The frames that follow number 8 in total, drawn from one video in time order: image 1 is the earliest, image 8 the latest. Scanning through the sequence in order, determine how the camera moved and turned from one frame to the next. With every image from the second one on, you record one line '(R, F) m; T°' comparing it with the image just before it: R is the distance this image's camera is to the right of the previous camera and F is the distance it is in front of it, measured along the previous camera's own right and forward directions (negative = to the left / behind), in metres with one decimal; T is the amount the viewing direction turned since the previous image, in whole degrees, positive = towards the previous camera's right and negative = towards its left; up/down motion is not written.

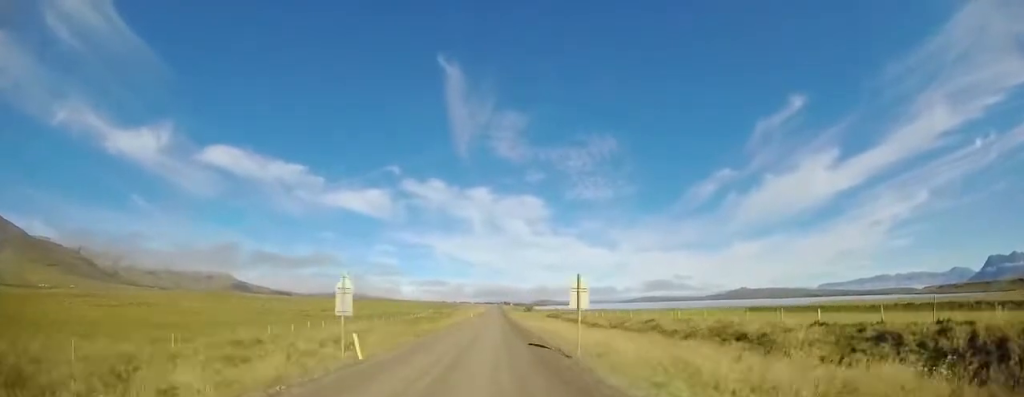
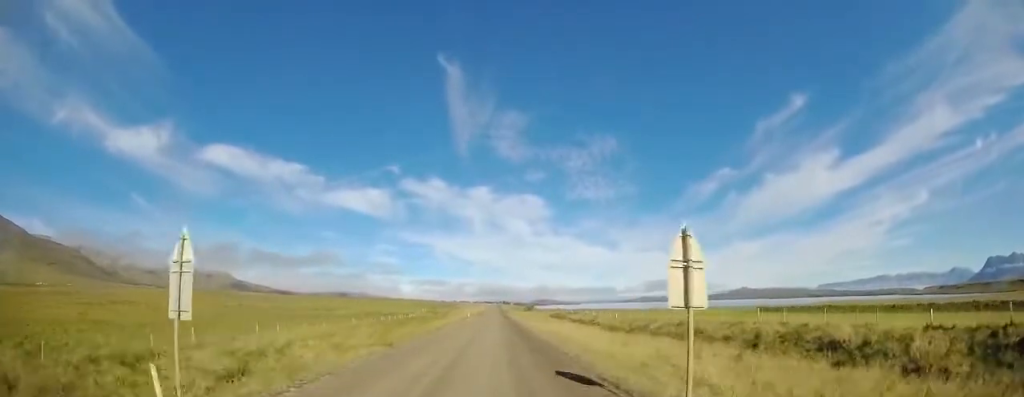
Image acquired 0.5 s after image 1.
(+0.2, +7.3) m; +1°
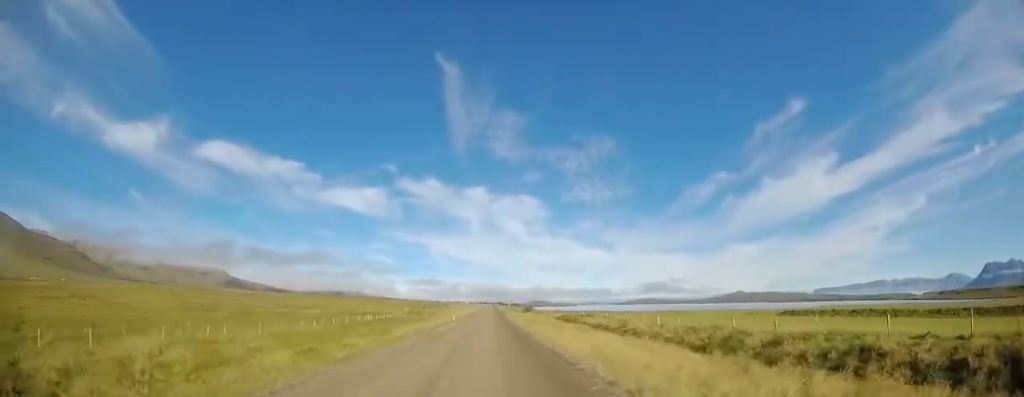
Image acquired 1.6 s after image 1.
(+0.2, +15.2) m; 0°
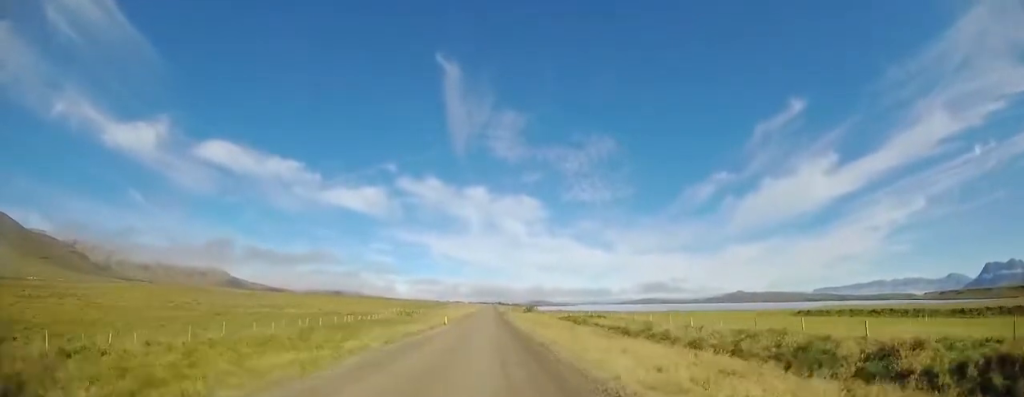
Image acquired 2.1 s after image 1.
(0.0, +7.0) m; 0°
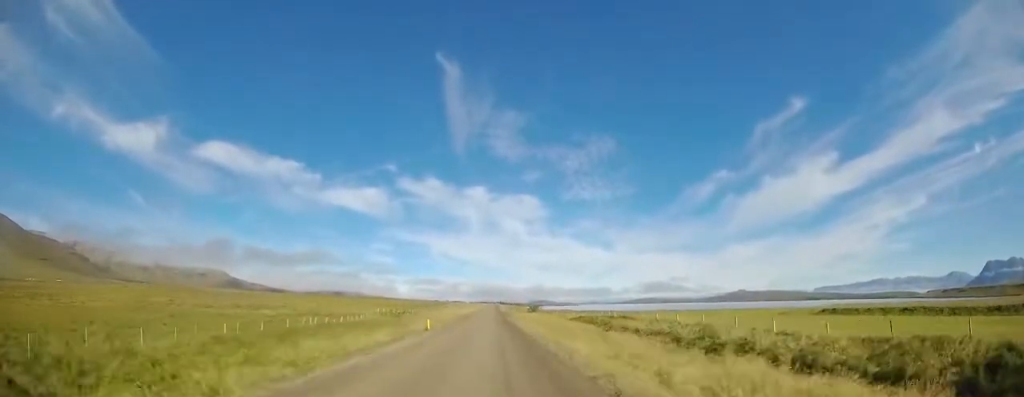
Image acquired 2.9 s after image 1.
(-0.1, +10.3) m; -1°
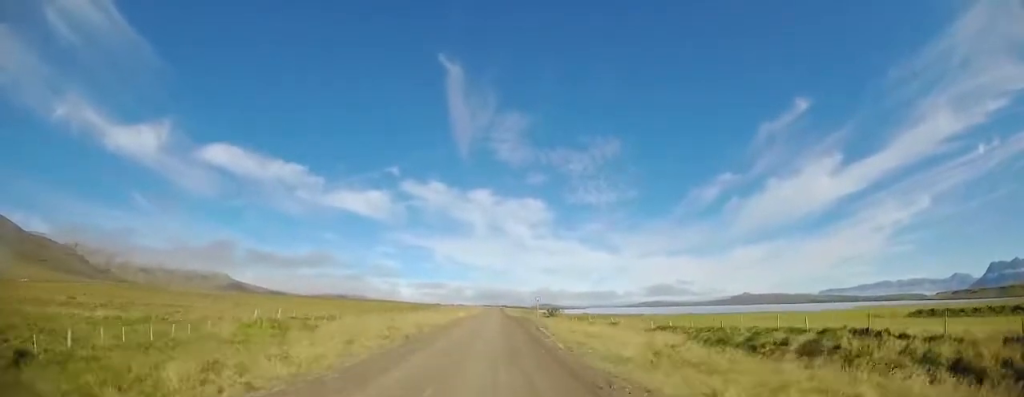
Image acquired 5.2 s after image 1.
(-0.9, +33.1) m; -2°
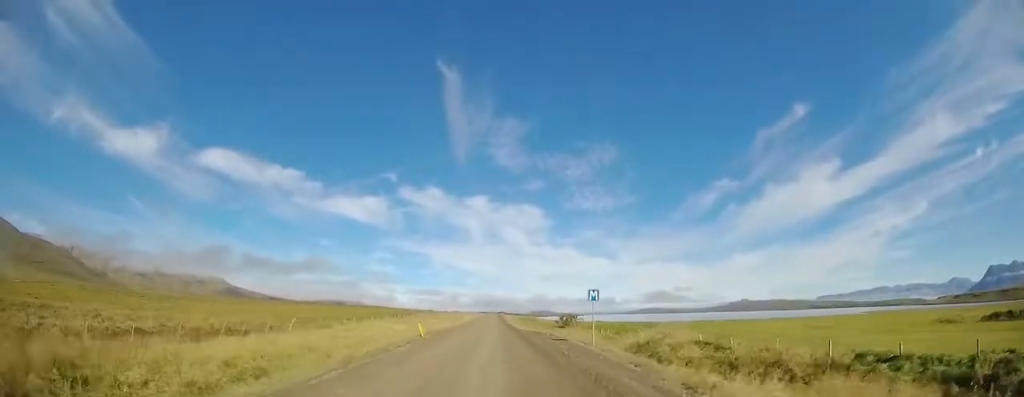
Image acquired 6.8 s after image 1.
(+0.6, +24.0) m; +1°
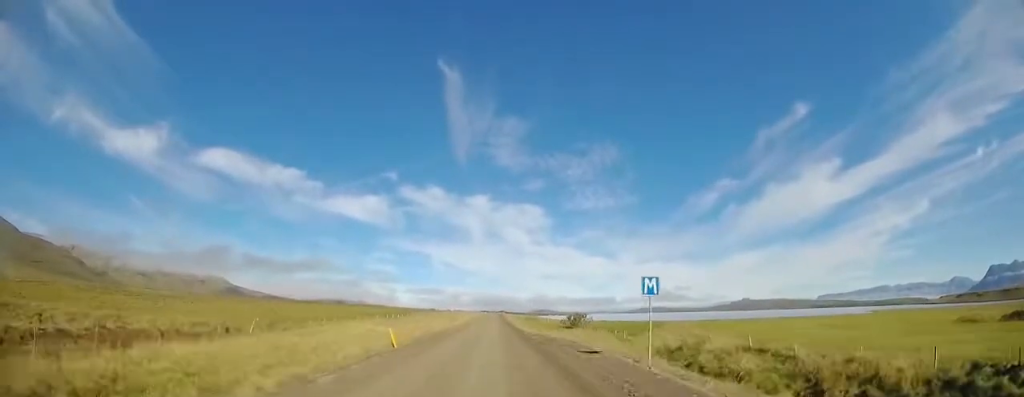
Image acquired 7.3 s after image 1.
(0.0, +6.3) m; 0°
